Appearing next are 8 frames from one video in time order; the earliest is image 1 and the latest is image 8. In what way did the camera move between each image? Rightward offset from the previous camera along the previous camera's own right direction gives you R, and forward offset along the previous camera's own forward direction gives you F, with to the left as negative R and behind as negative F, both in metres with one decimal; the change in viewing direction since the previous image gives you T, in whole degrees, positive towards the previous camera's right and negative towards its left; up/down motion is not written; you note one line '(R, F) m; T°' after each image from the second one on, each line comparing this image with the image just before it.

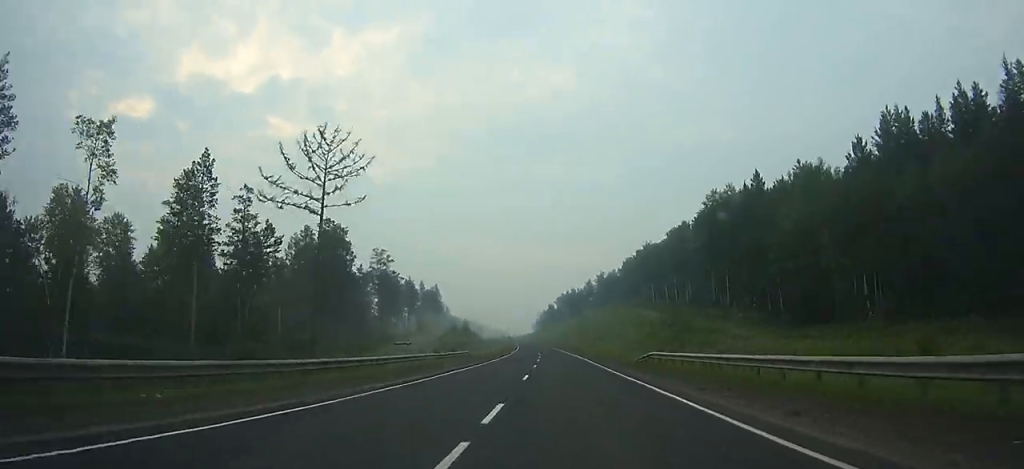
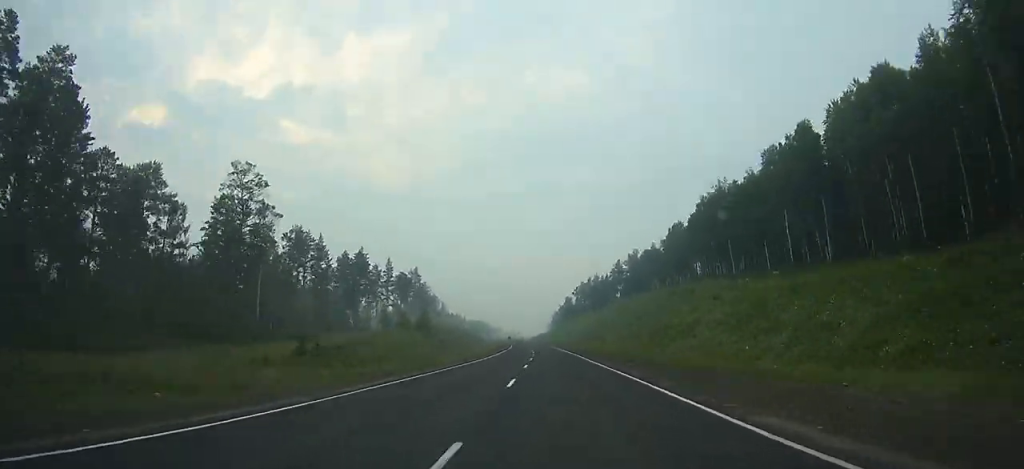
(-0.9, +78.6) m; -2°
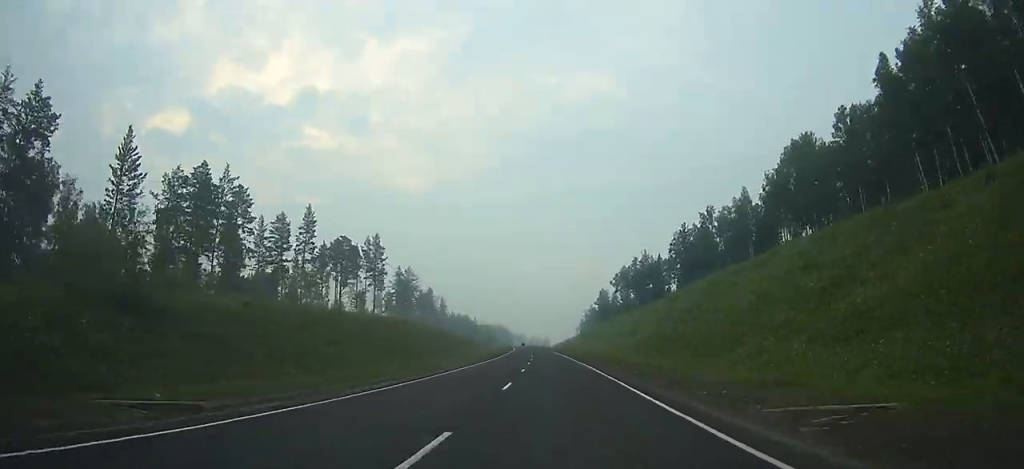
(-1.6, +83.5) m; -3°
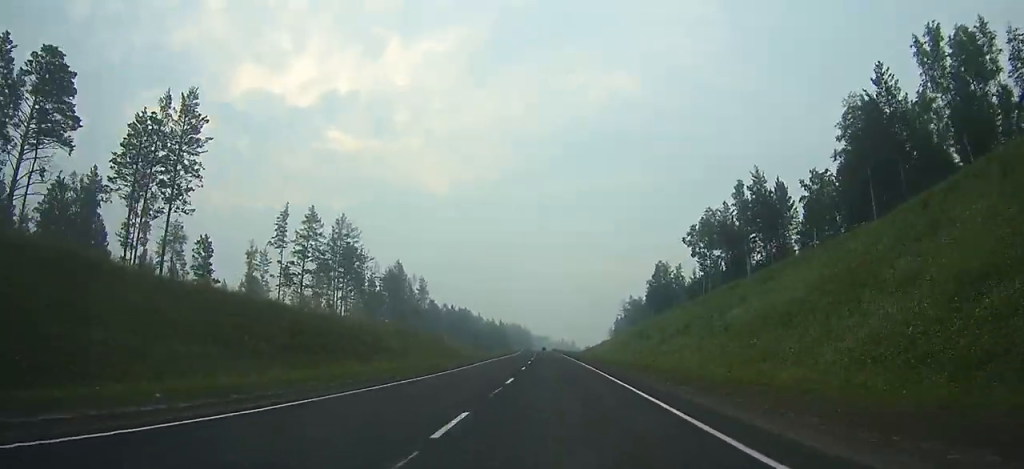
(-2.6, +91.8) m; -3°
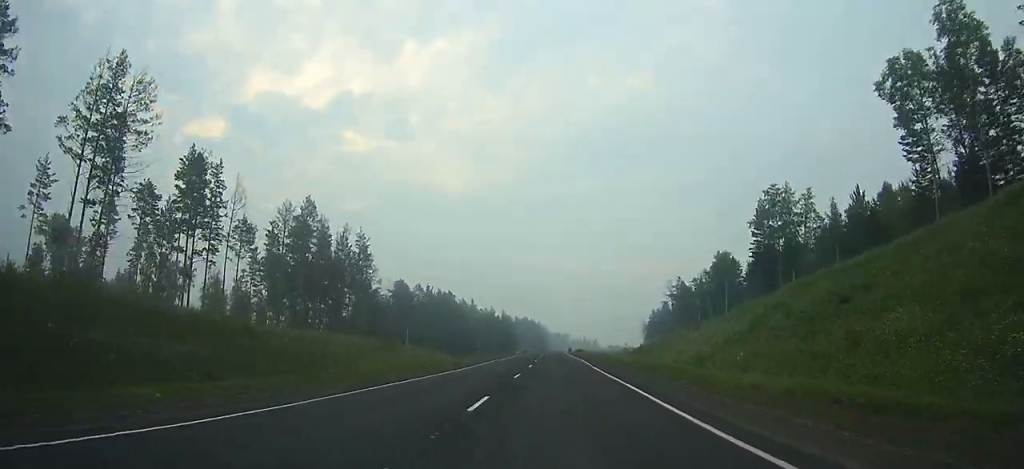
(-1.1, +77.3) m; -1°
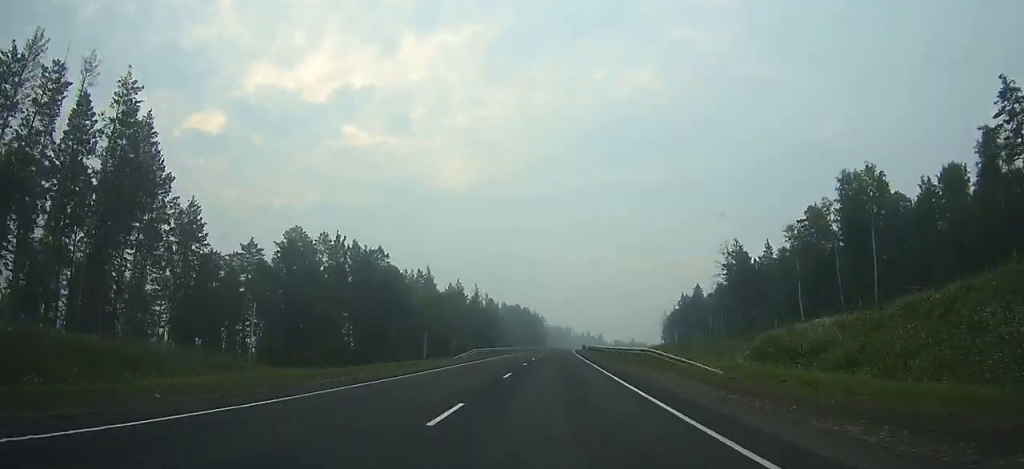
(-0.6, +70.1) m; 0°
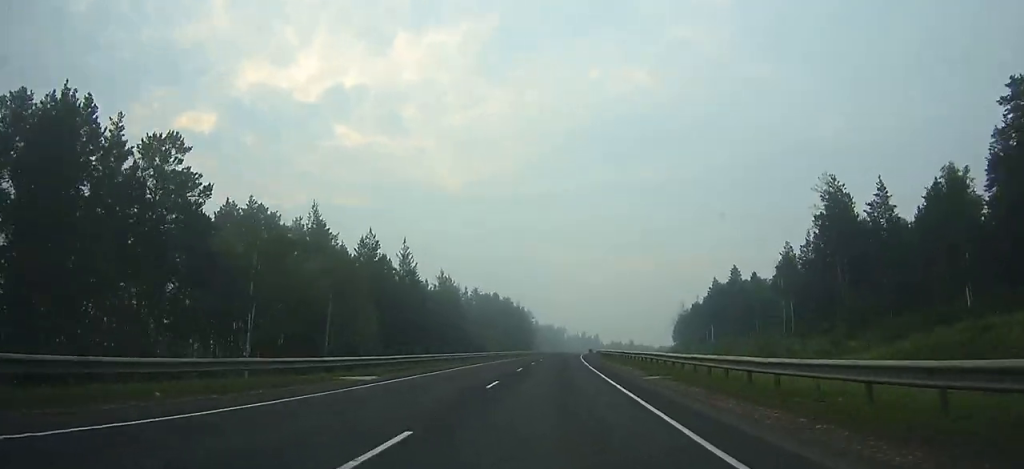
(+0.2, +63.6) m; +1°
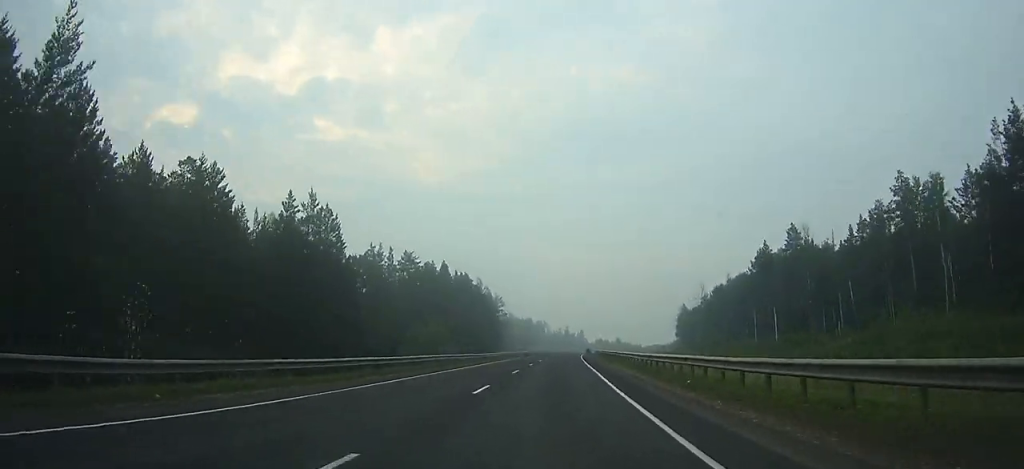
(+0.7, +63.0) m; +1°
